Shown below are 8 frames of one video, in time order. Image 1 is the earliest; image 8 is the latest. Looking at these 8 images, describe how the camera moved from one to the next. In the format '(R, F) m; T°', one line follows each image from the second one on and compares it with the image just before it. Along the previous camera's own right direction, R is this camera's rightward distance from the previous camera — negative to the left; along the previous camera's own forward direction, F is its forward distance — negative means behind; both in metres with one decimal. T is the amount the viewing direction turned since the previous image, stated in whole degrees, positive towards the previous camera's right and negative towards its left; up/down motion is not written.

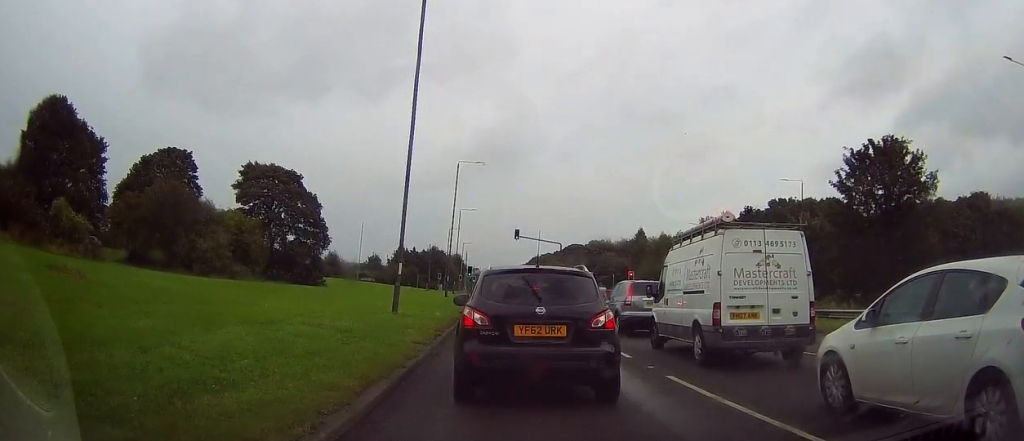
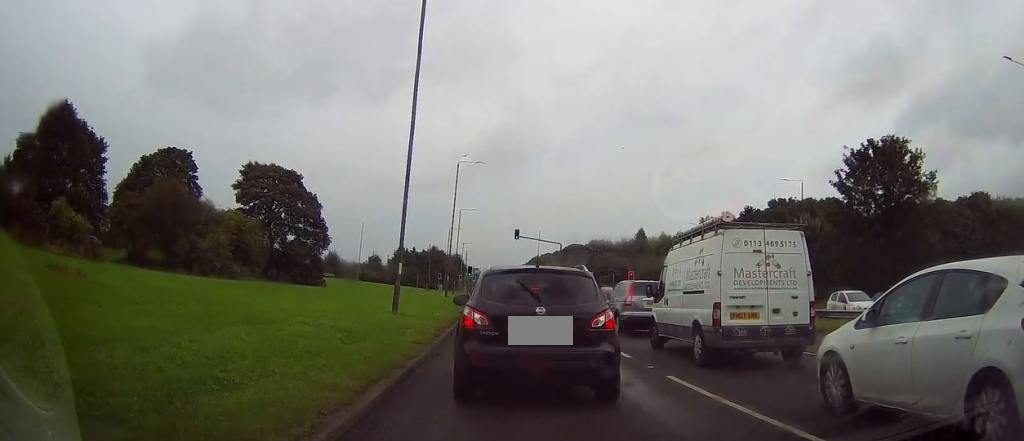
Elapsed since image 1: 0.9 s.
(0.0, 0.0) m; 0°
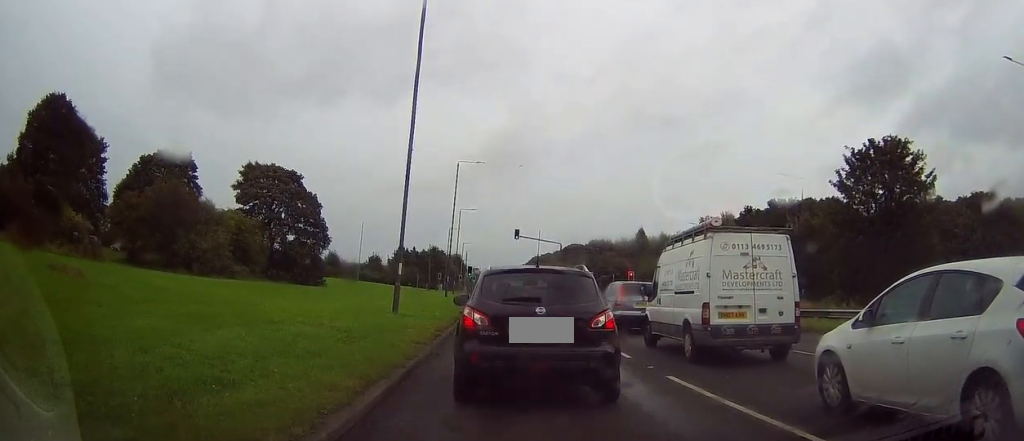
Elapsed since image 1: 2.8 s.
(0.0, 0.0) m; 0°
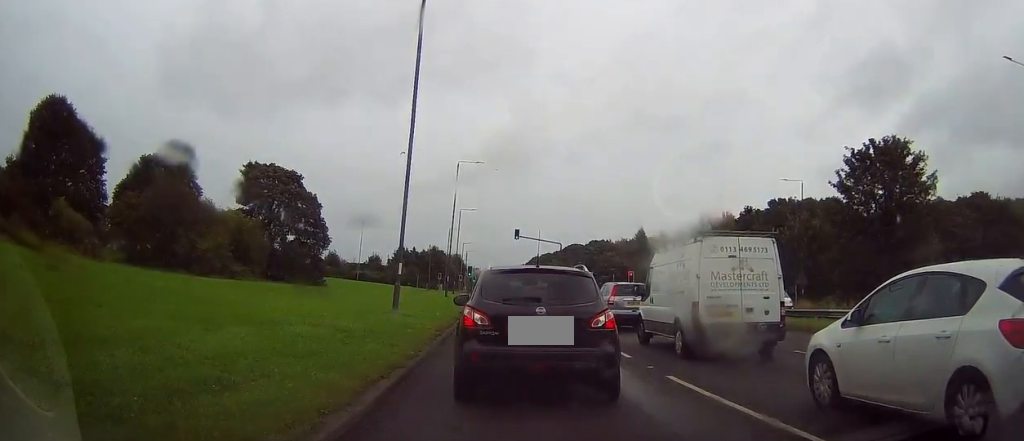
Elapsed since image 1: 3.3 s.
(0.0, 0.0) m; 0°
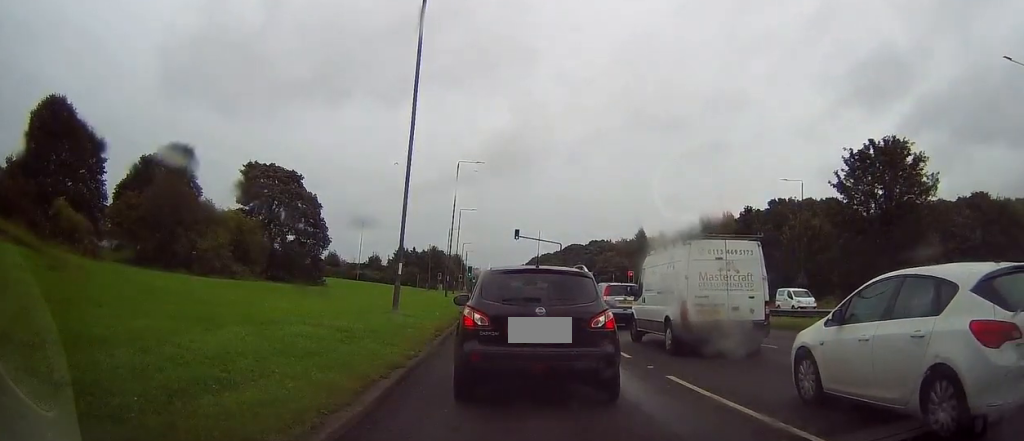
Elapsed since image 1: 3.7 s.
(0.0, 0.0) m; 0°
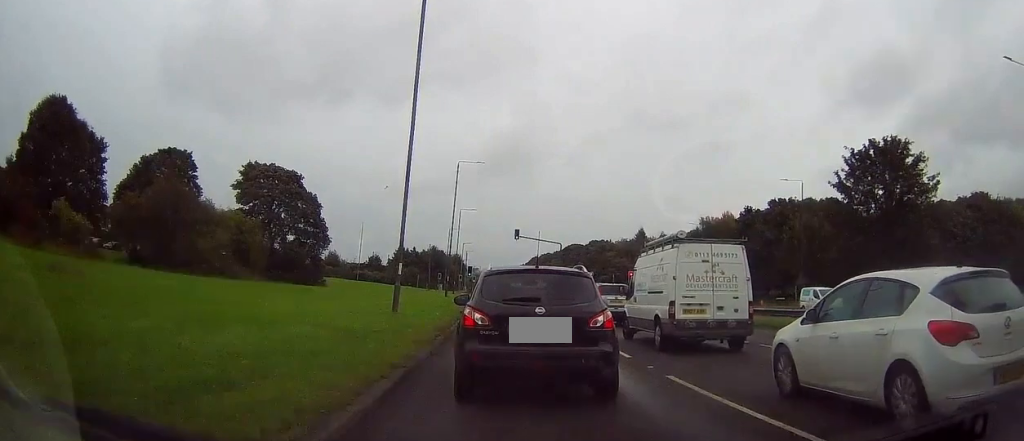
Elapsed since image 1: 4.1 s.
(0.0, 0.0) m; 0°
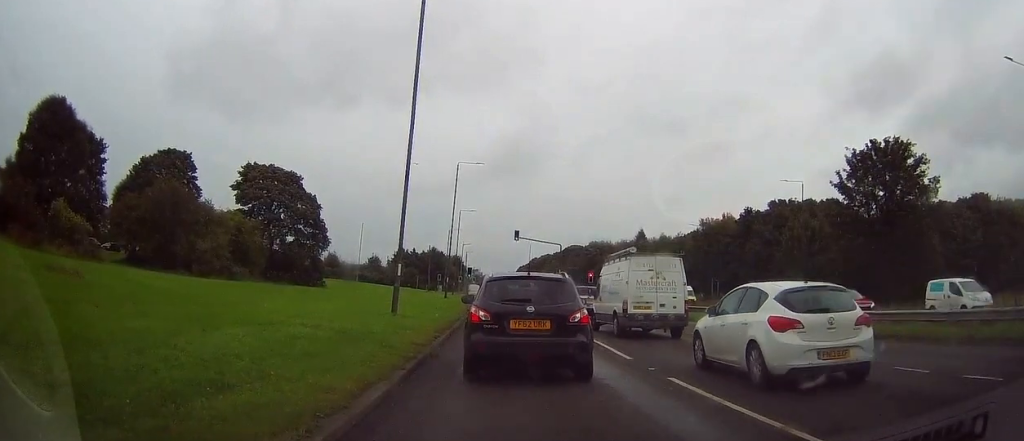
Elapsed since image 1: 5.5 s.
(-0.1, +0.1) m; 0°
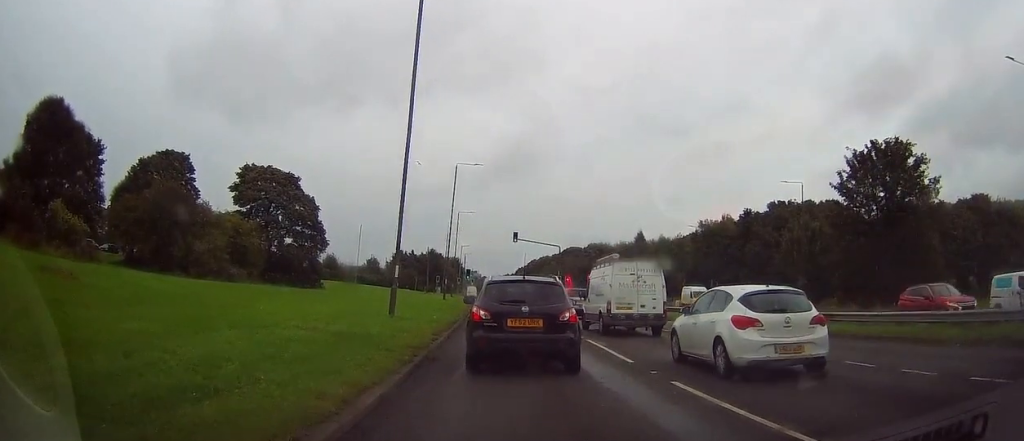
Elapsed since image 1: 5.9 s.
(-0.1, +0.1) m; 0°
